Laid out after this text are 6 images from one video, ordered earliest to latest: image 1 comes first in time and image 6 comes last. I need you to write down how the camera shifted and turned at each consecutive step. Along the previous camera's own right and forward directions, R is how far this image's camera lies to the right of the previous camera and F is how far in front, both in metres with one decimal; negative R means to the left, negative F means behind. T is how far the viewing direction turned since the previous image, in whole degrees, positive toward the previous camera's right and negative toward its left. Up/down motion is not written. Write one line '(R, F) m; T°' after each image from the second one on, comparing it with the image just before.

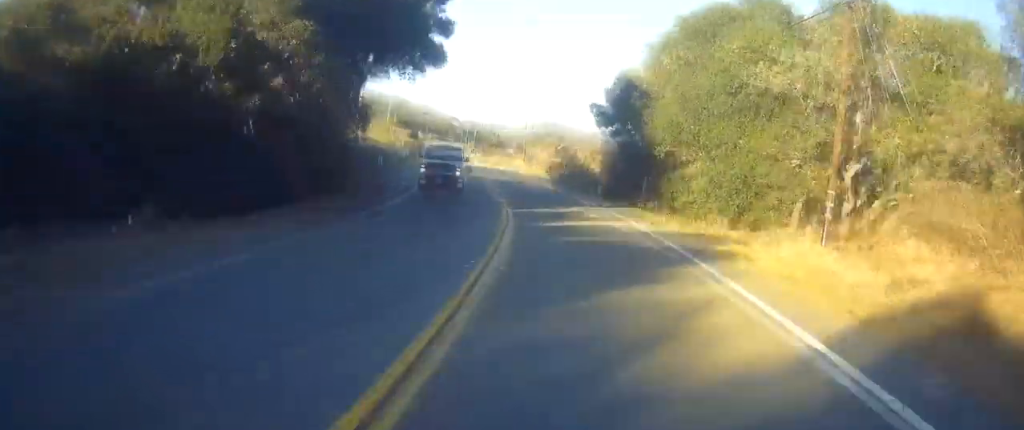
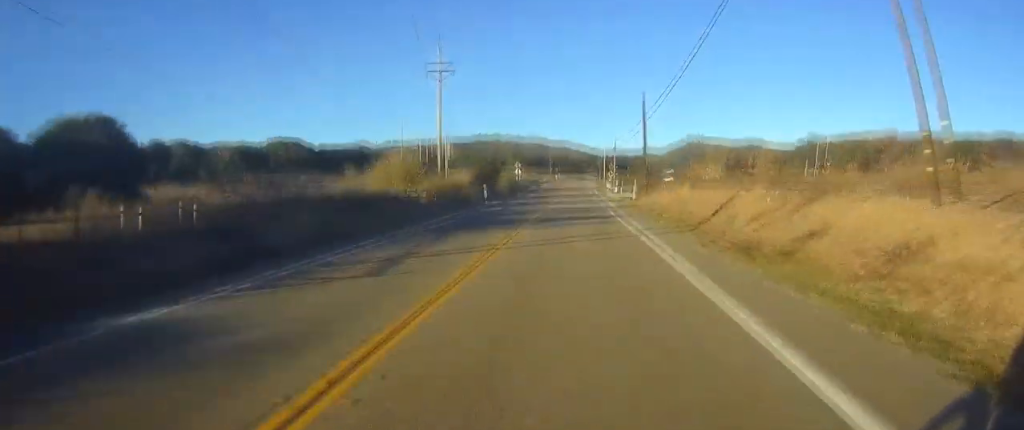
(-10.8, +74.3) m; -15°
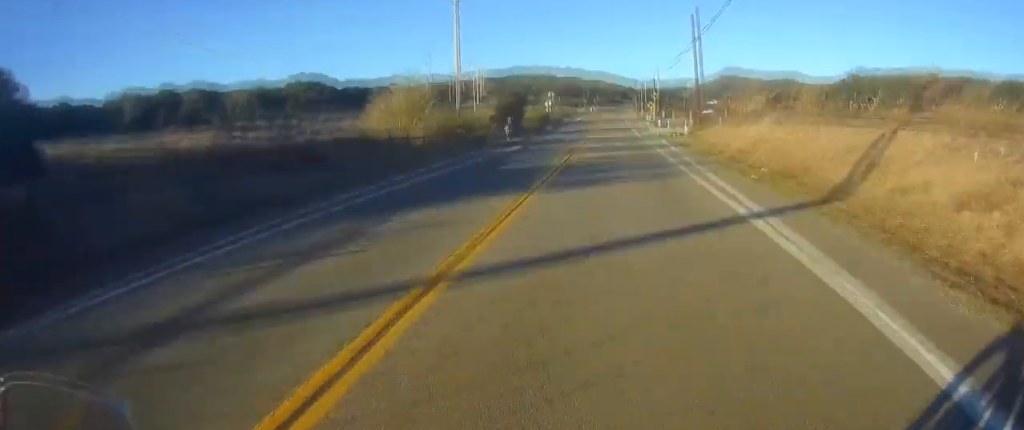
(-0.2, +10.1) m; 0°
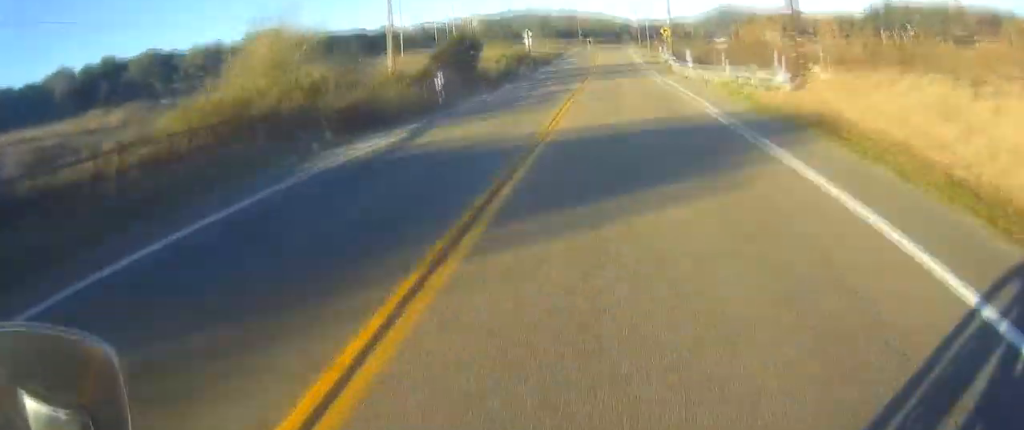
(-0.1, +22.5) m; 0°
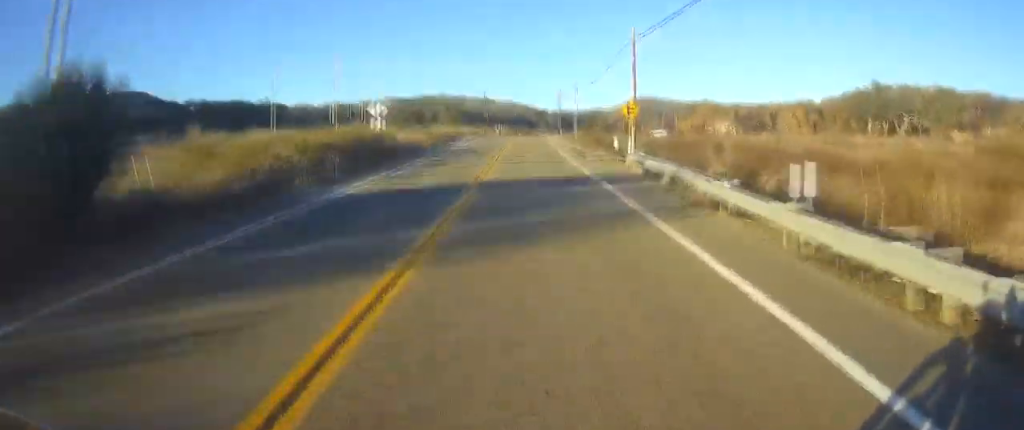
(+0.5, +30.5) m; +1°
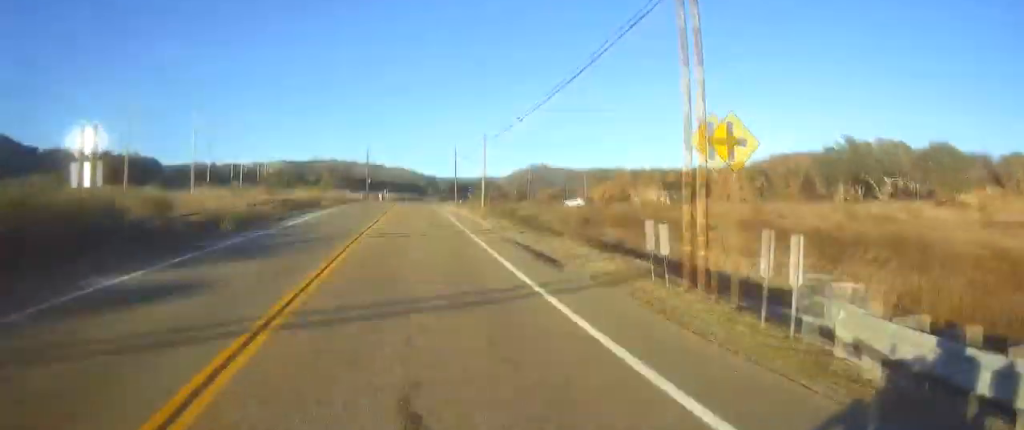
(+0.1, +23.4) m; 0°
